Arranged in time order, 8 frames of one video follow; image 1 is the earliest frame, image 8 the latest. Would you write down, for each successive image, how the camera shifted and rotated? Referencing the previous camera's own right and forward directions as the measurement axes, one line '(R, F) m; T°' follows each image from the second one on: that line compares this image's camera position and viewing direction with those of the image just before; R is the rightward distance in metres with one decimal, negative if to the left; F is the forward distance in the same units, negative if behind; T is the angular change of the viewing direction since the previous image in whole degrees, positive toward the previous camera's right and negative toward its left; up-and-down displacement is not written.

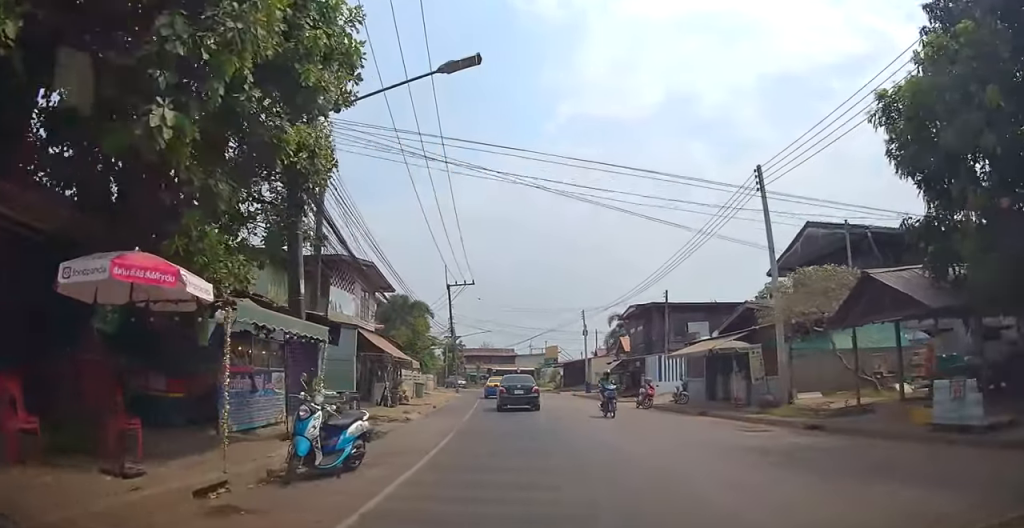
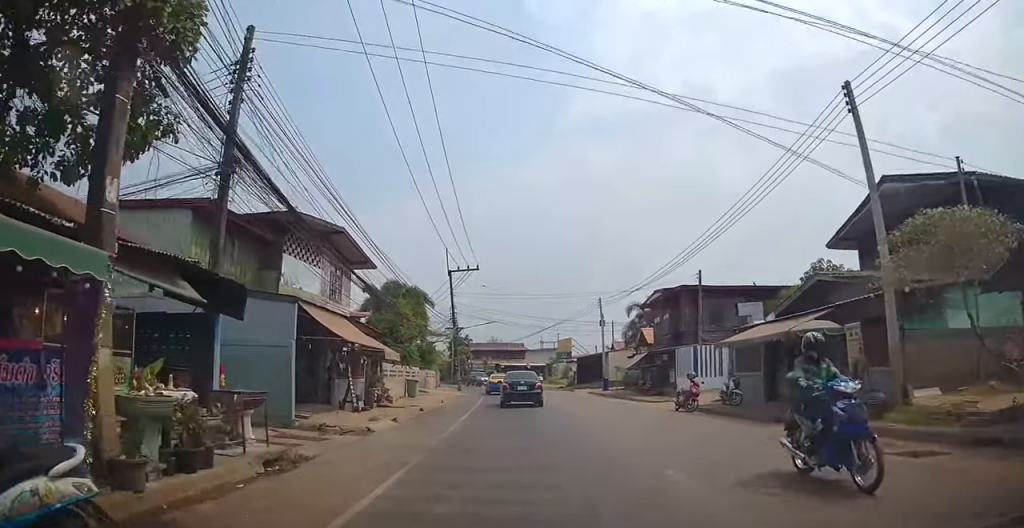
(-0.1, +5.2) m; -1°
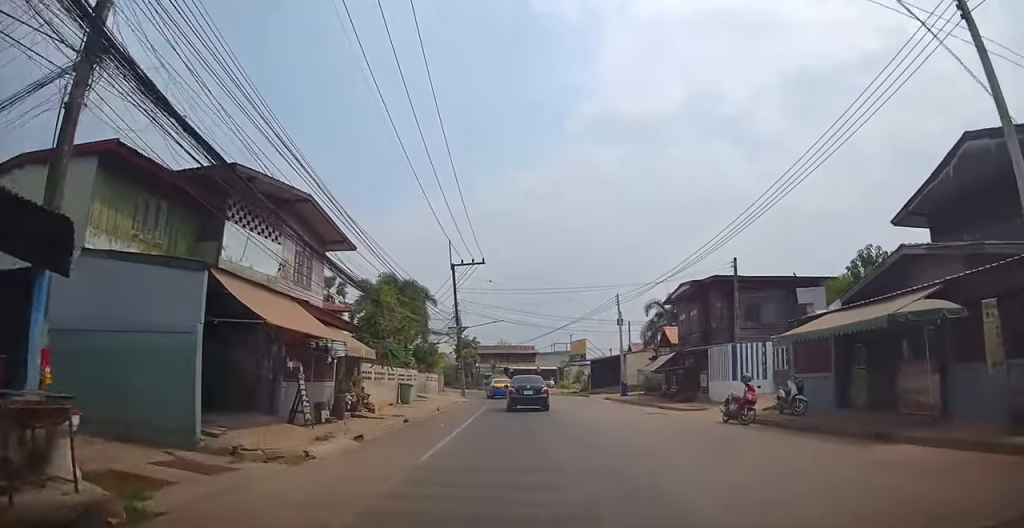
(0.0, +4.0) m; 0°
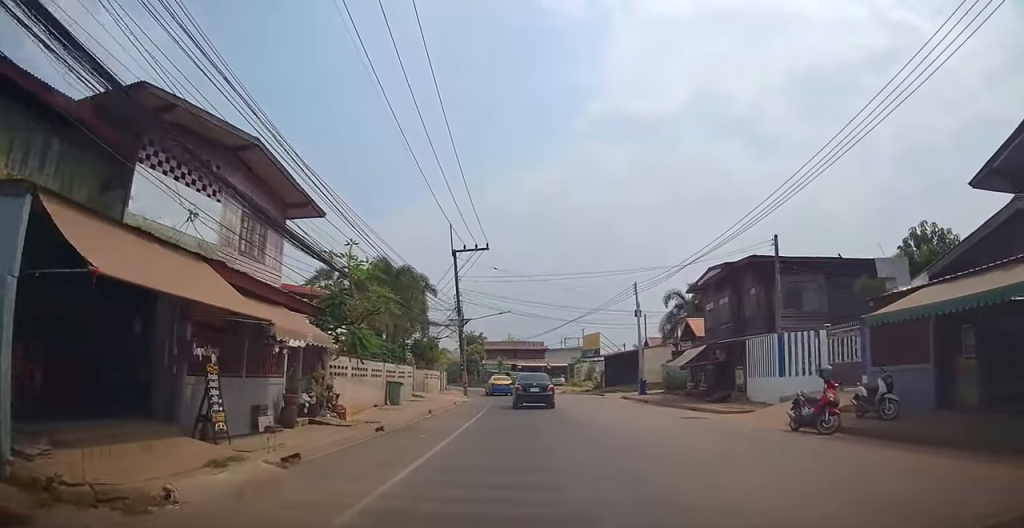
(0.0, +3.7) m; 0°
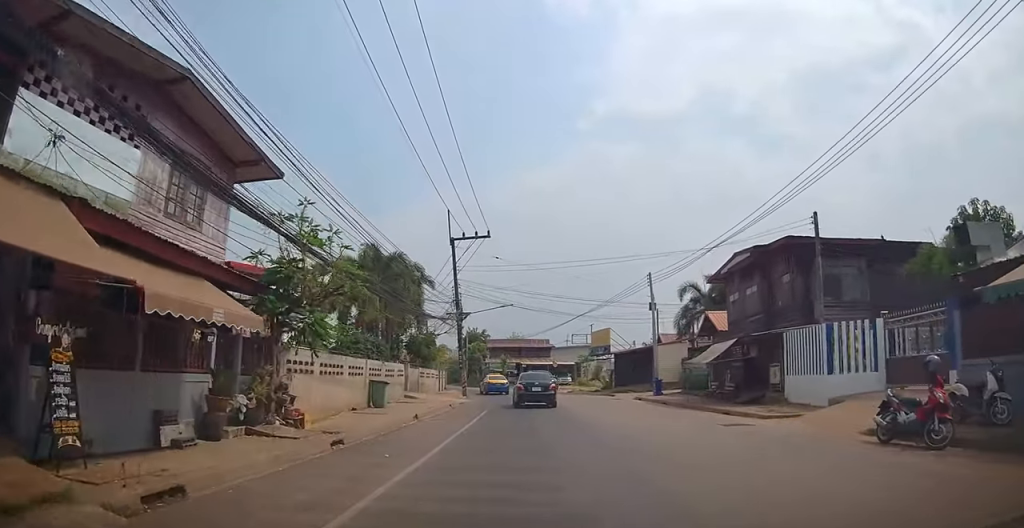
(0.0, +3.1) m; 0°
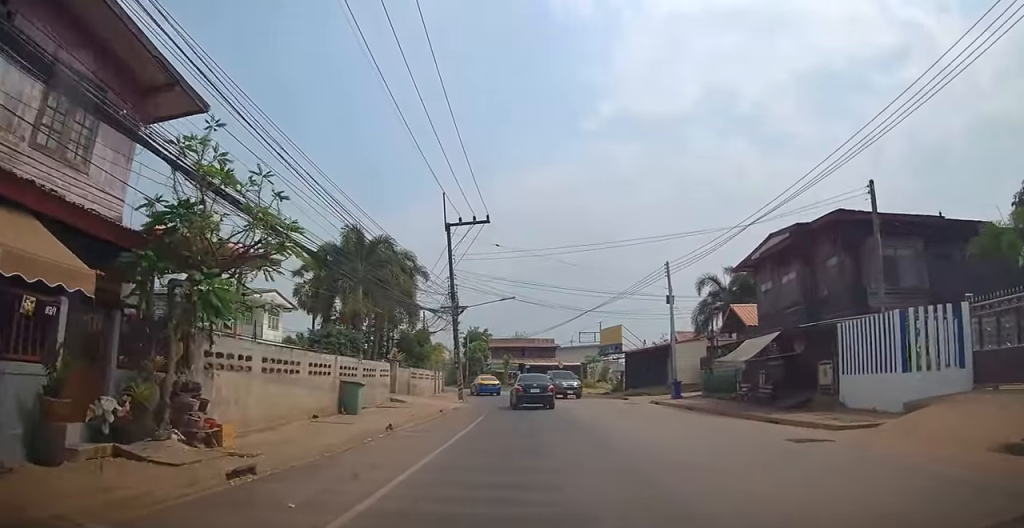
(-0.1, +3.5) m; -1°
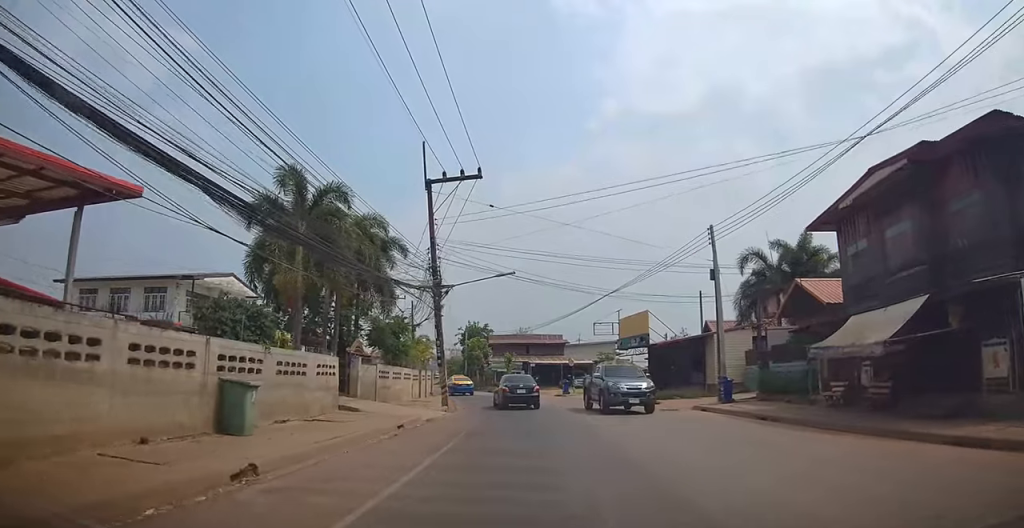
(-0.1, +7.2) m; -1°
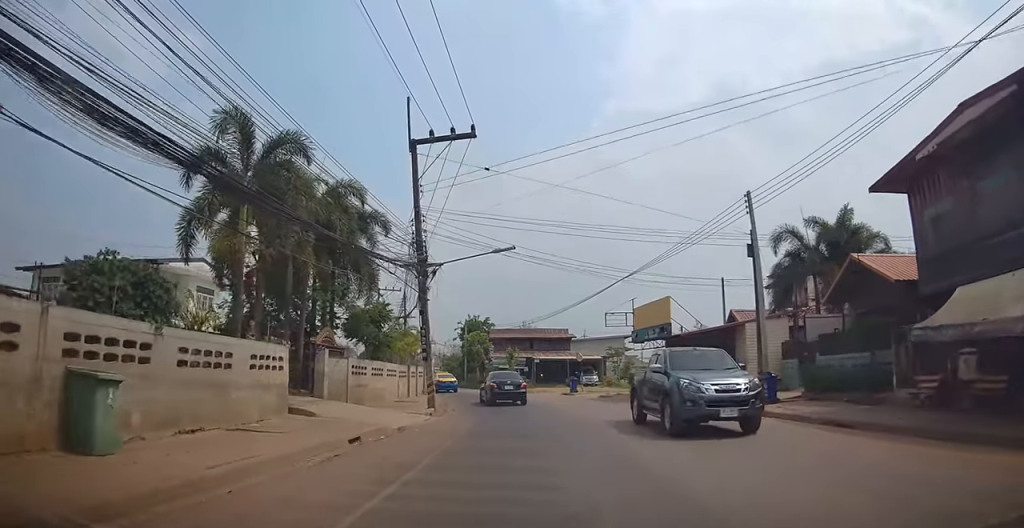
(0.0, +4.0) m; 0°
